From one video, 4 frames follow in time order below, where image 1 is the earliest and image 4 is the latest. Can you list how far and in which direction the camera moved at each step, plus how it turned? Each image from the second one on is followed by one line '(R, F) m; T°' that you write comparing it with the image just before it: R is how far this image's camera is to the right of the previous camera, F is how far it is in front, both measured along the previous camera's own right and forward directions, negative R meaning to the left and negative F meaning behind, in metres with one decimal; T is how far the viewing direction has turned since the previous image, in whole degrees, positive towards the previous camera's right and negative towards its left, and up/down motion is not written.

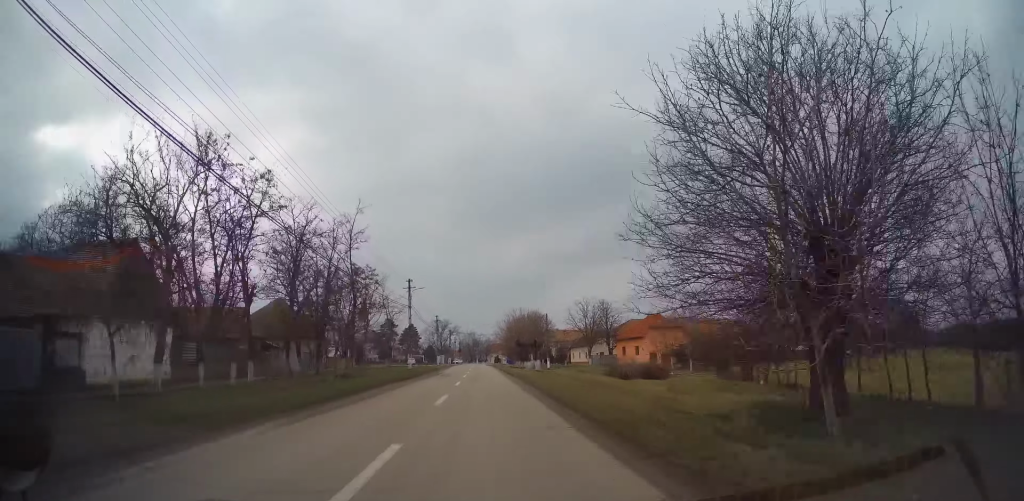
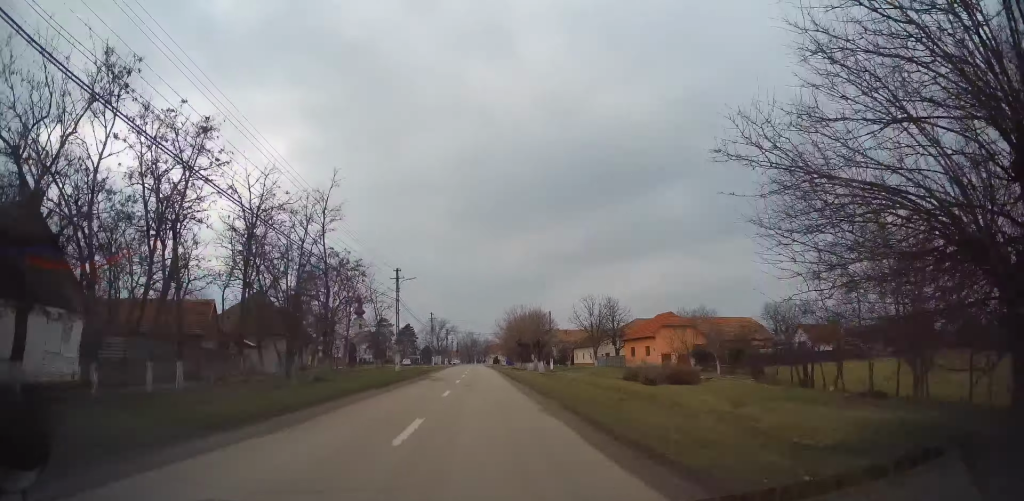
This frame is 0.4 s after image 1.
(-0.1, +6.3) m; +1°
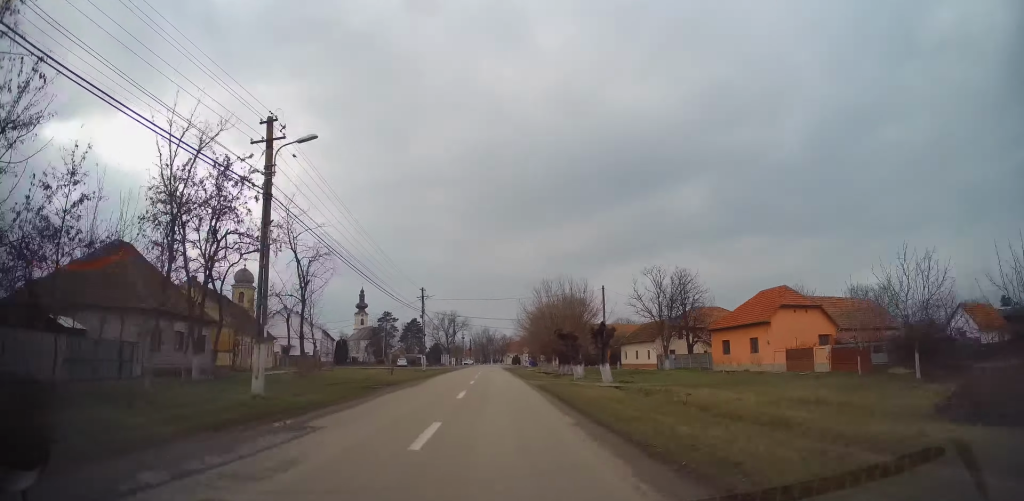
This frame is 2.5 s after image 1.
(+0.3, +28.5) m; -1°
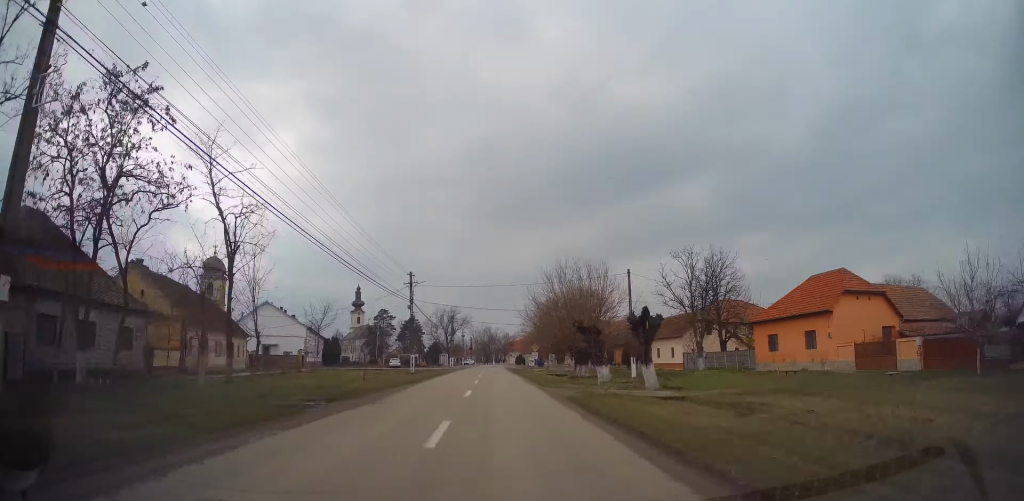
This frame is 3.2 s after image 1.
(0.0, +9.0) m; 0°
